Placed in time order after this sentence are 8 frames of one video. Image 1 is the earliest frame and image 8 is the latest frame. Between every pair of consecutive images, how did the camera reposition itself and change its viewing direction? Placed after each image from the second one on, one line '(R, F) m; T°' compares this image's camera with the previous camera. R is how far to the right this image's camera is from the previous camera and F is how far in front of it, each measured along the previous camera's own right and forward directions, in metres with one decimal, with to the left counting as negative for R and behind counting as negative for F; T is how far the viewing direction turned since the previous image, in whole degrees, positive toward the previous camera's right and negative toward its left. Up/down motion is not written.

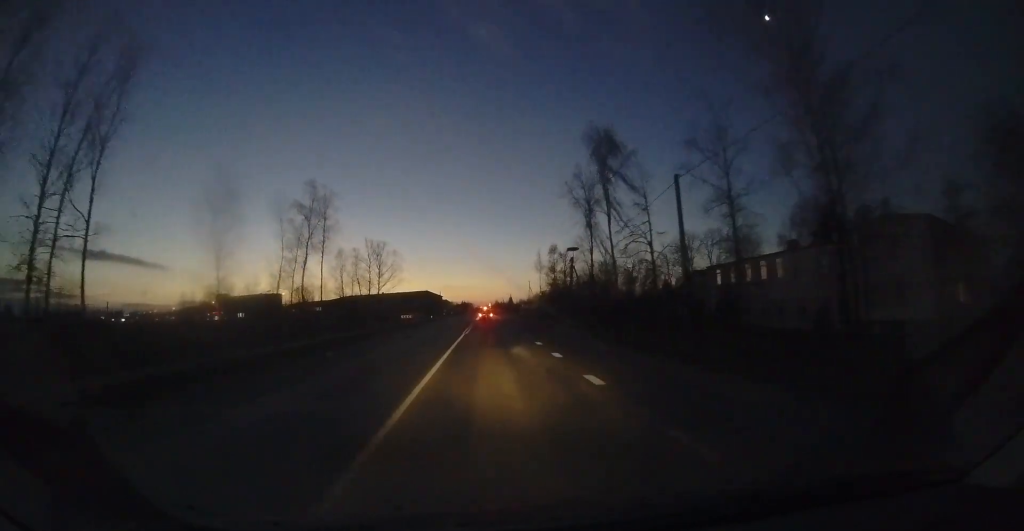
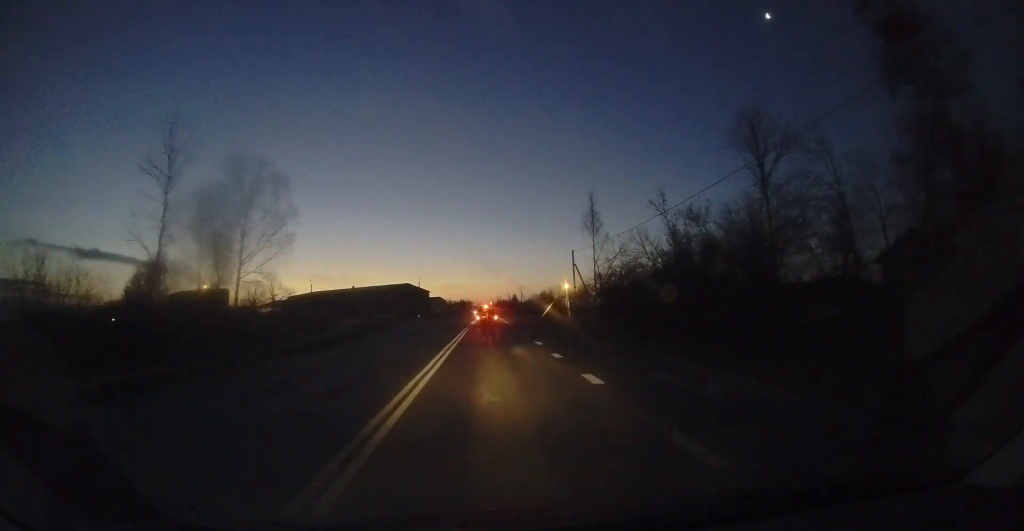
(+0.3, +37.8) m; 0°
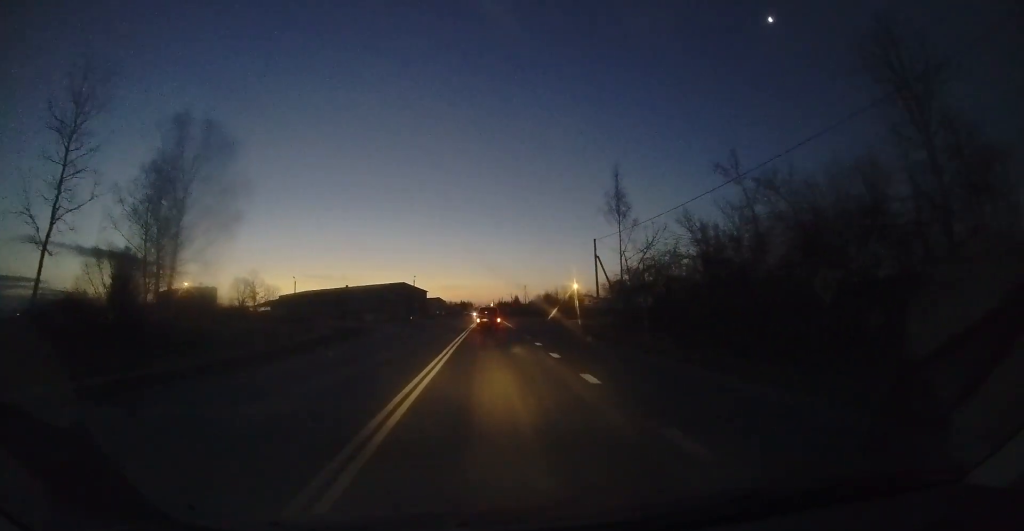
(0.0, +6.5) m; +1°
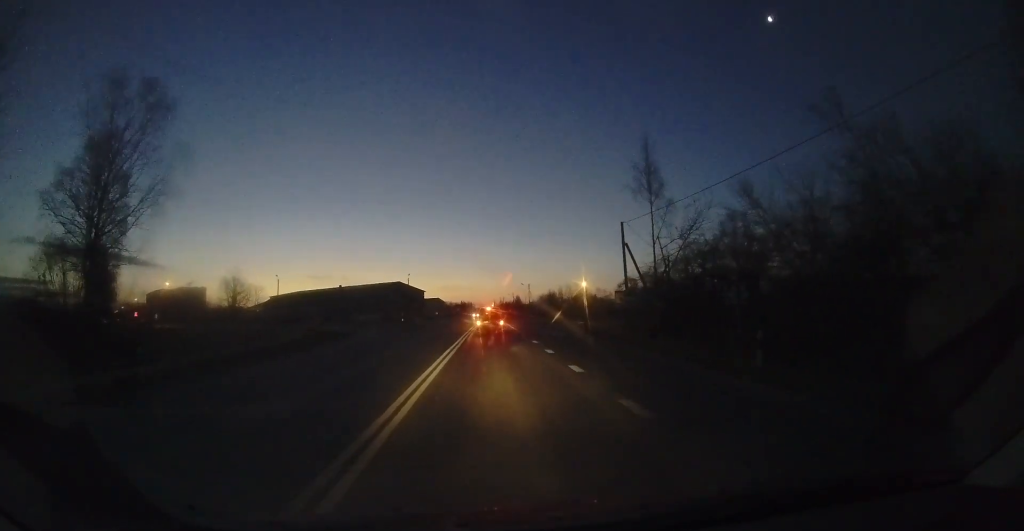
(0.0, +5.6) m; 0°
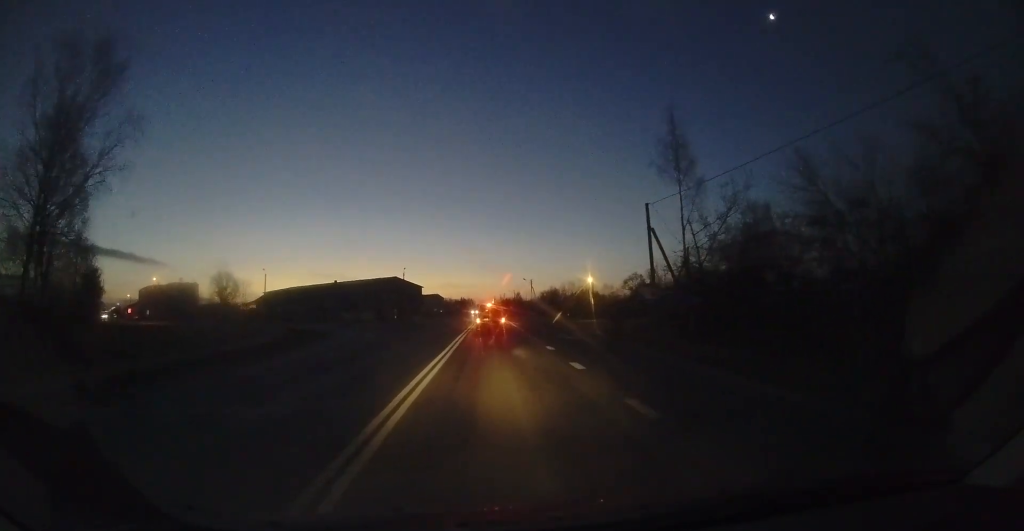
(+0.1, +3.5) m; -1°
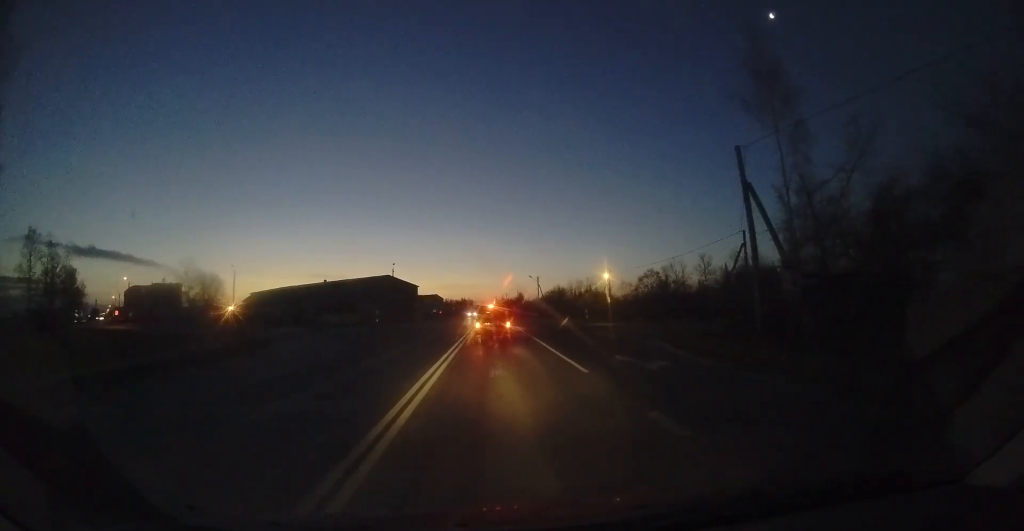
(-0.2, +7.3) m; -6°
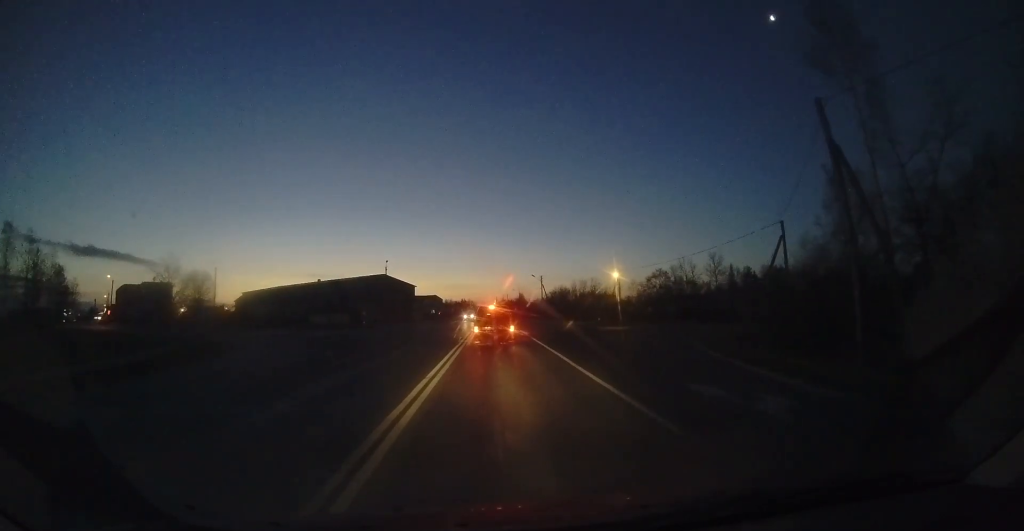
(-0.2, +3.5) m; -3°
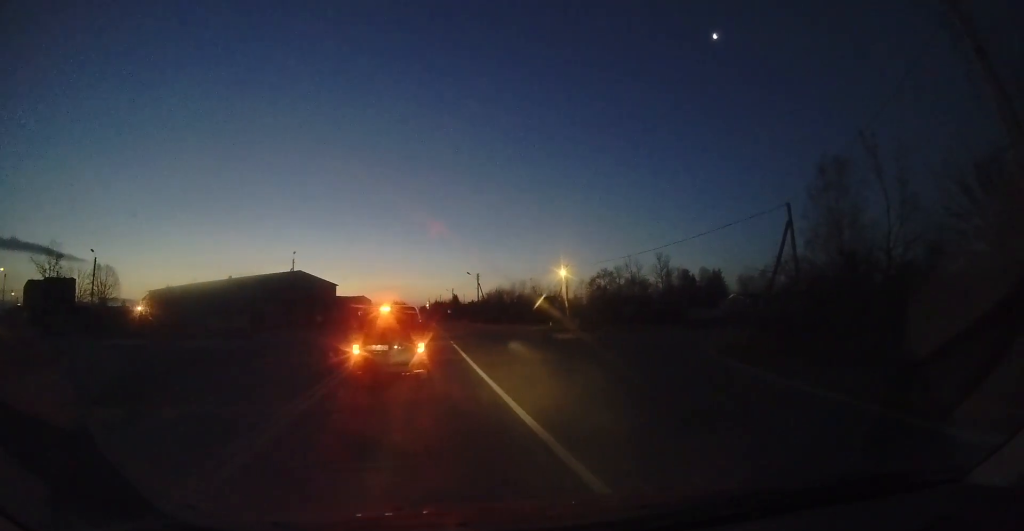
(+0.2, +6.5) m; +7°
